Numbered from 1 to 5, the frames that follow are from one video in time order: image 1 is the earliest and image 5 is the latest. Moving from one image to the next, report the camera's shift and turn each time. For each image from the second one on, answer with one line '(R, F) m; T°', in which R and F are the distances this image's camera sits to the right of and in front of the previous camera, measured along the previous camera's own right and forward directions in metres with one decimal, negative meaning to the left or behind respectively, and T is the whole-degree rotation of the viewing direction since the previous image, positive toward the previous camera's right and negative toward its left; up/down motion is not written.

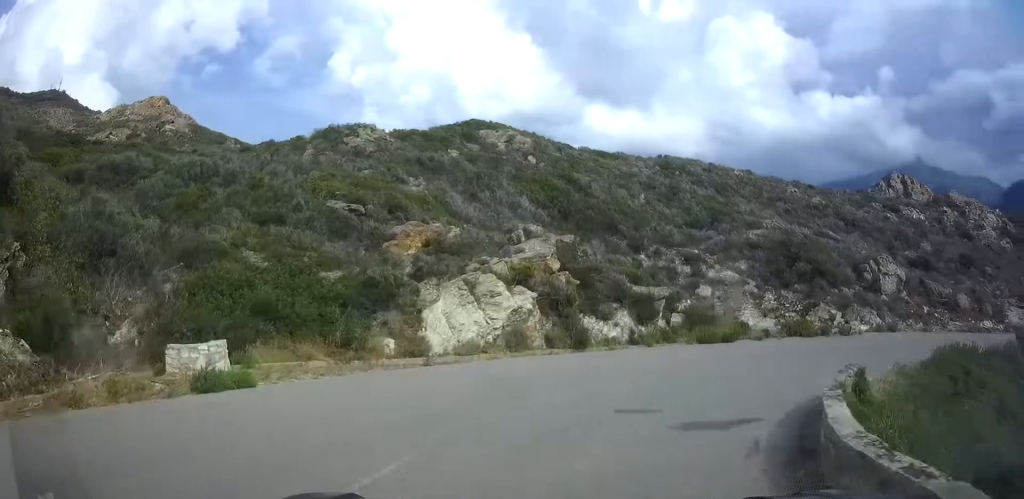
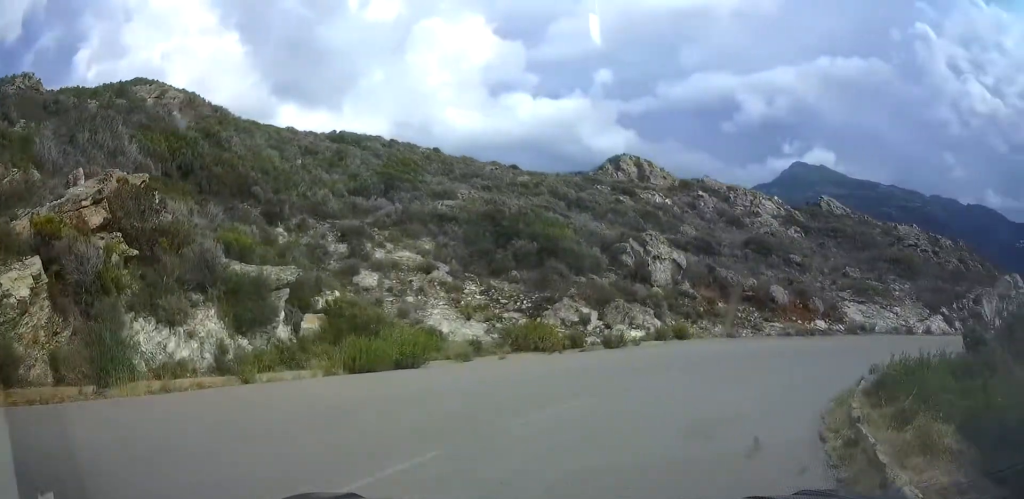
(+1.4, +10.2) m; +17°
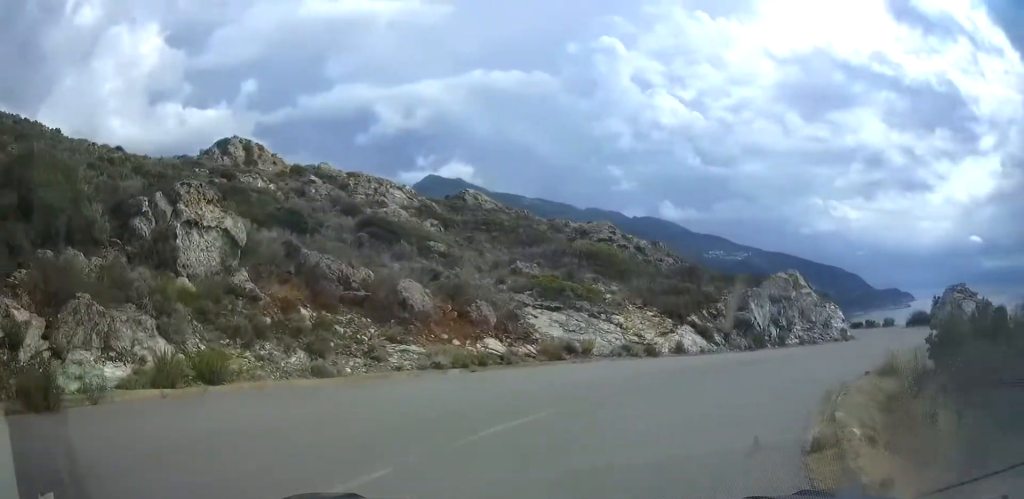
(+3.1, +10.4) m; +40°
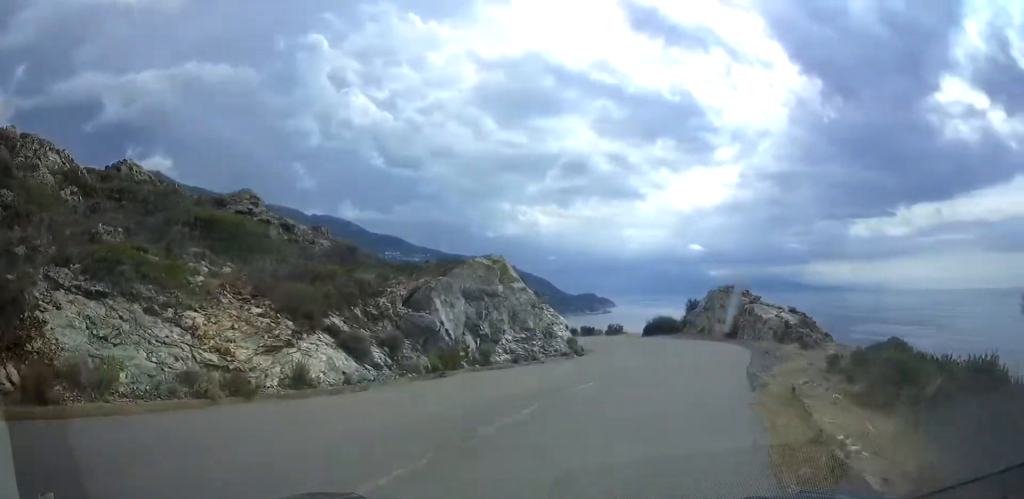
(+3.5, +10.0) m; +36°
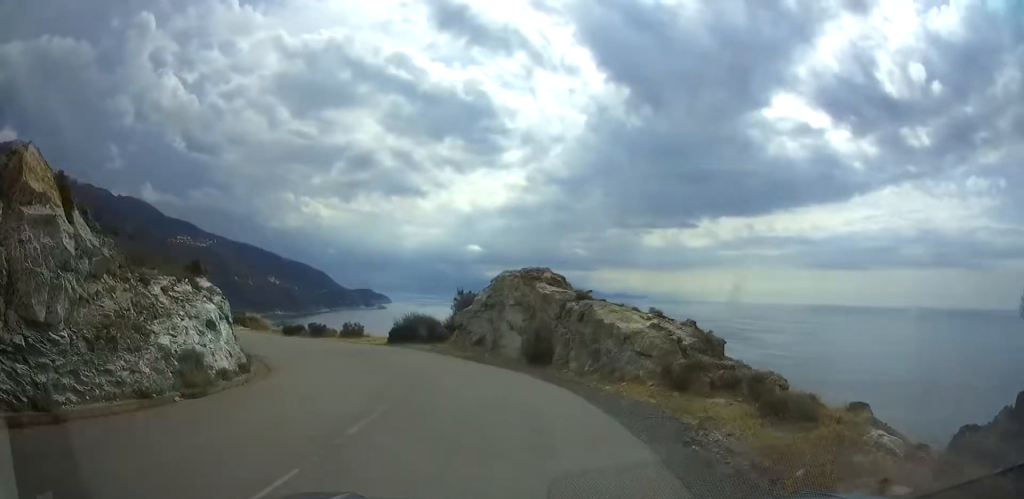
(+2.3, +17.4) m; +11°
